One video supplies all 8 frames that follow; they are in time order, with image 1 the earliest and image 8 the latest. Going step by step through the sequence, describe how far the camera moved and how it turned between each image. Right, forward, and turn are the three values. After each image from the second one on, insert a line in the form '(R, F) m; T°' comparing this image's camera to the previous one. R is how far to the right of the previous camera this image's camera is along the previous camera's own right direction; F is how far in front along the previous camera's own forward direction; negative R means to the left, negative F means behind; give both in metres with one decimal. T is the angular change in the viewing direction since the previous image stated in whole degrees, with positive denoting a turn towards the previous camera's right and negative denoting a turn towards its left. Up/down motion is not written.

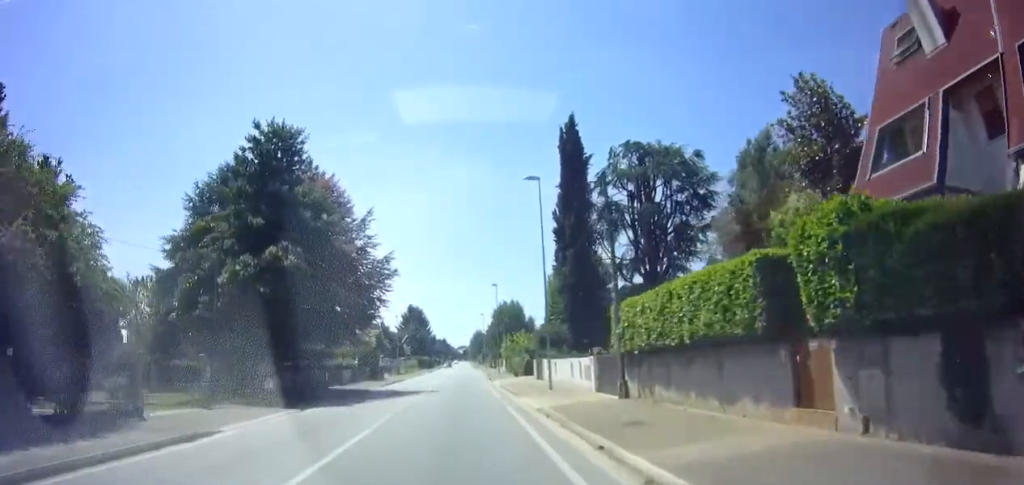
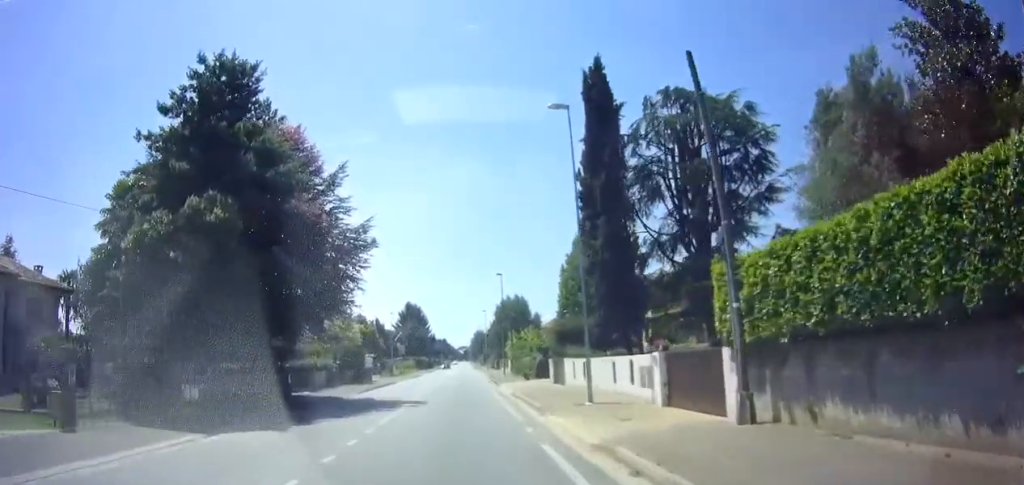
(+0.1, +6.9) m; +1°
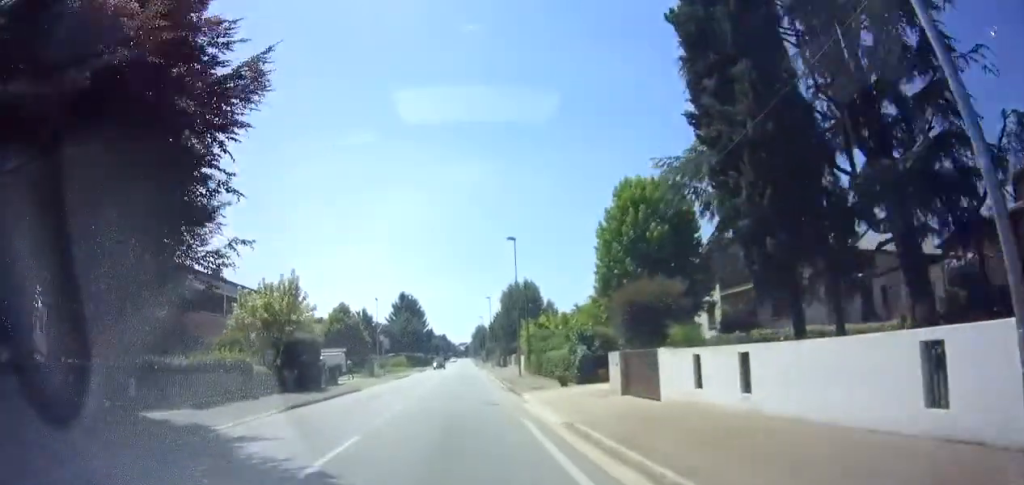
(+0.2, +12.8) m; +1°
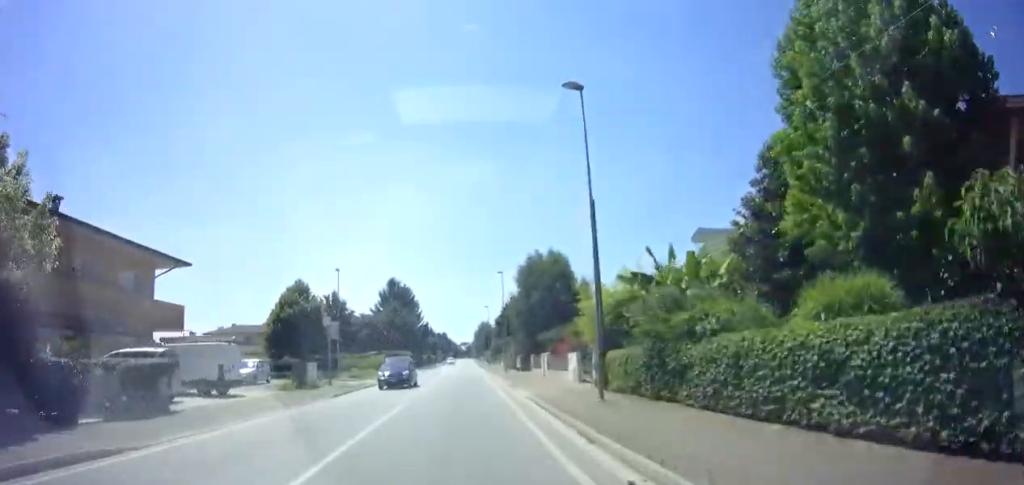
(-0.1, +21.1) m; -1°
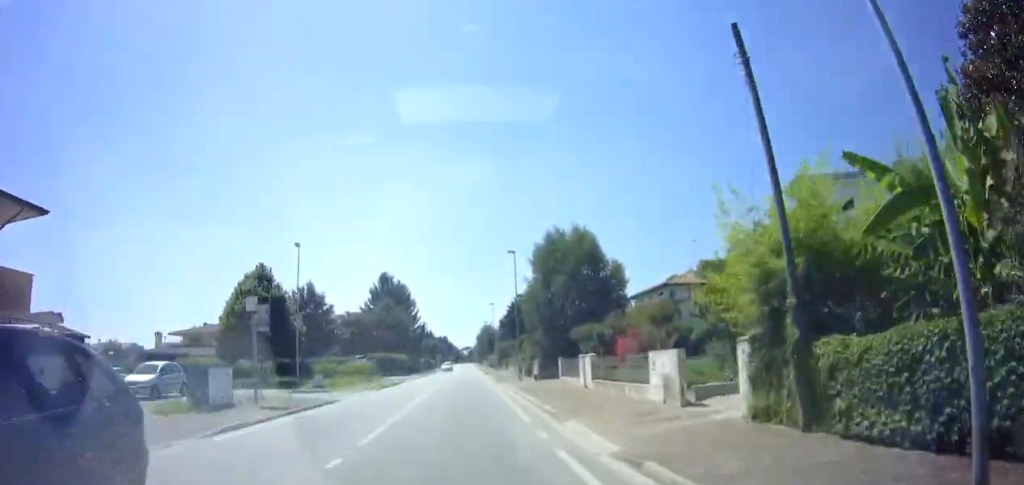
(0.0, +11.2) m; -1°
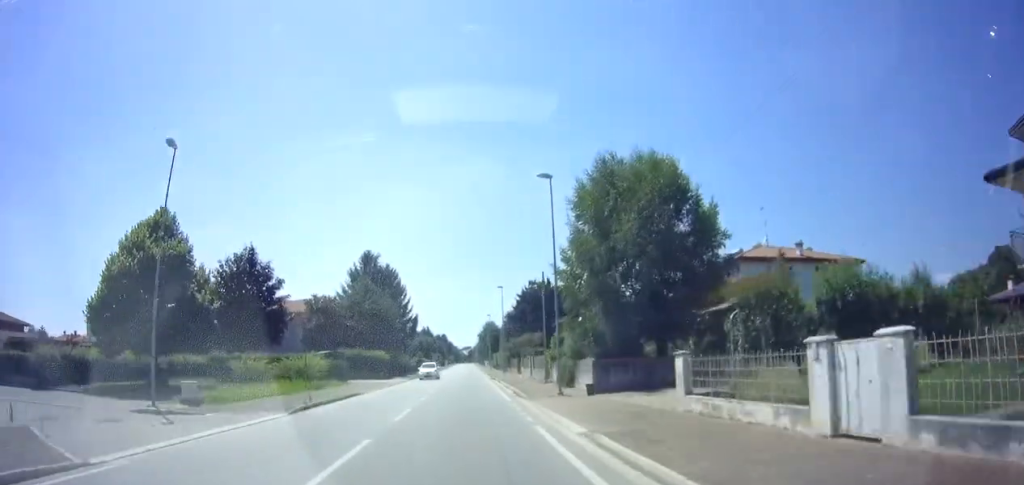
(-0.4, +16.2) m; 0°
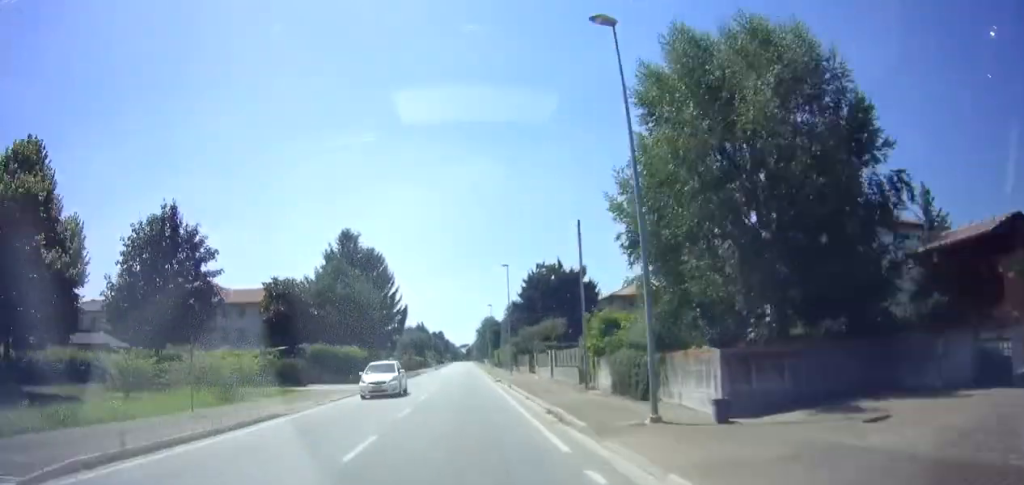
(+0.3, +11.8) m; +2°
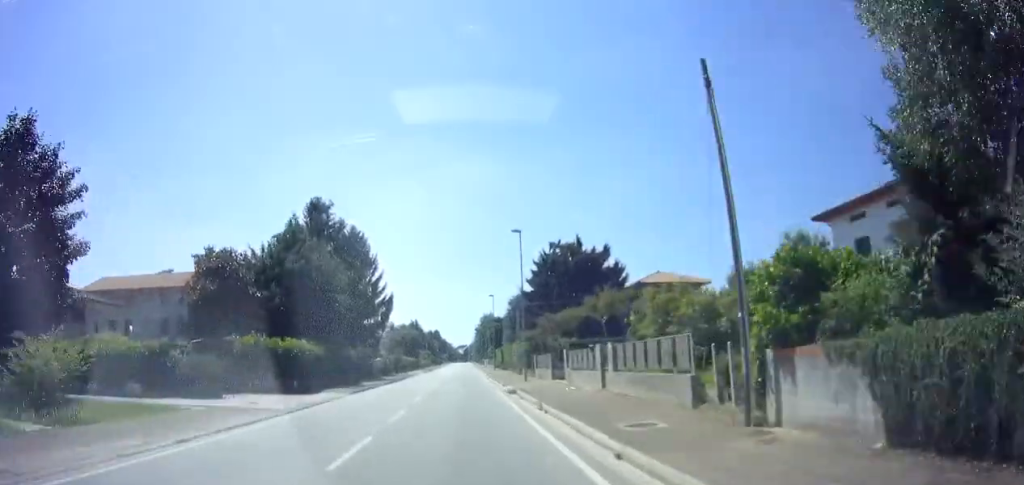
(+0.1, +12.4) m; -1°
